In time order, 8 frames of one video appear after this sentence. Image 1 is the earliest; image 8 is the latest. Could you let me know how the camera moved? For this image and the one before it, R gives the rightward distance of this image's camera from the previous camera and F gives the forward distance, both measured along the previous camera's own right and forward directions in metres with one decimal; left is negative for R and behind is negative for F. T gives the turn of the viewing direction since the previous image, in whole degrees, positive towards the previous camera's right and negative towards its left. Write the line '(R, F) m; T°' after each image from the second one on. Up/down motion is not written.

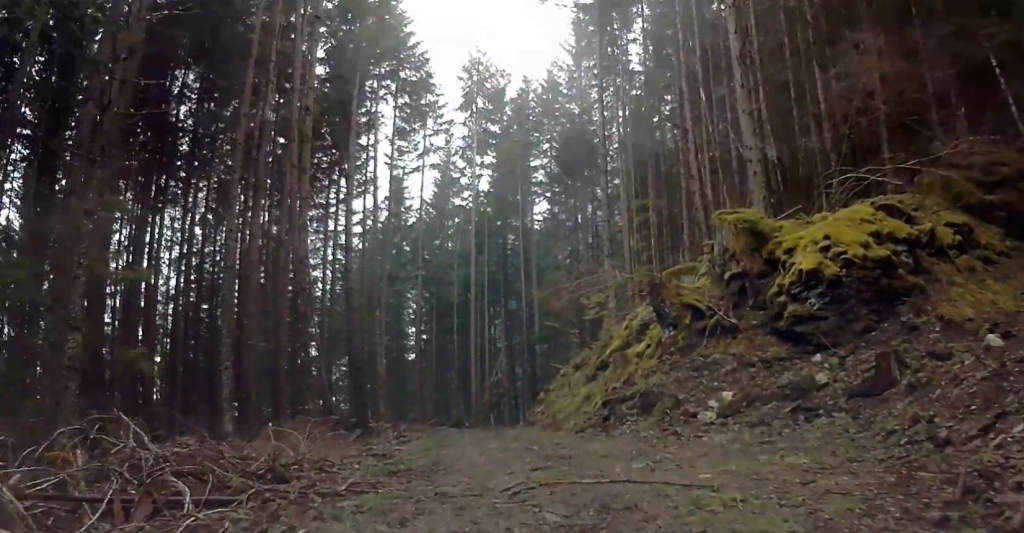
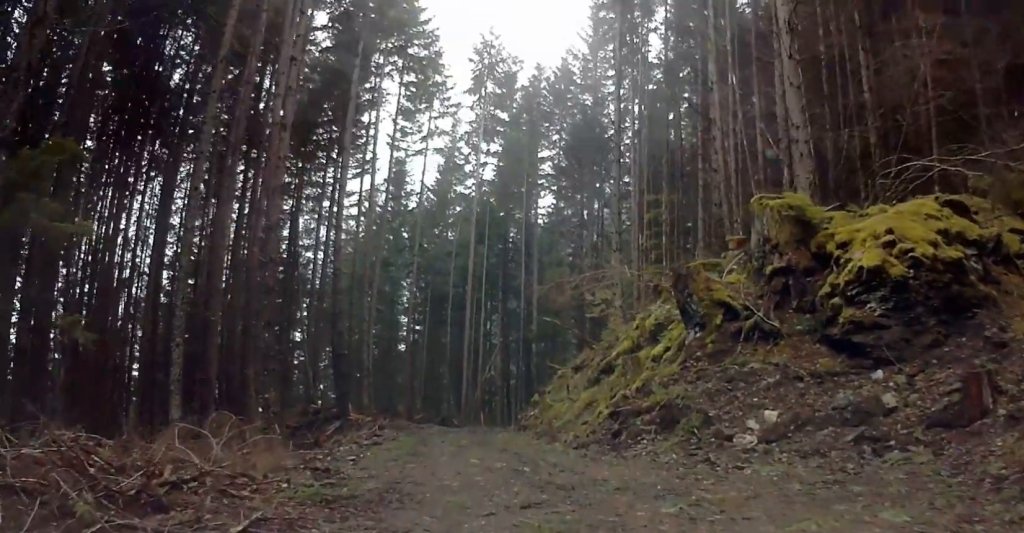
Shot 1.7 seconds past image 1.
(-0.3, +3.7) m; -2°
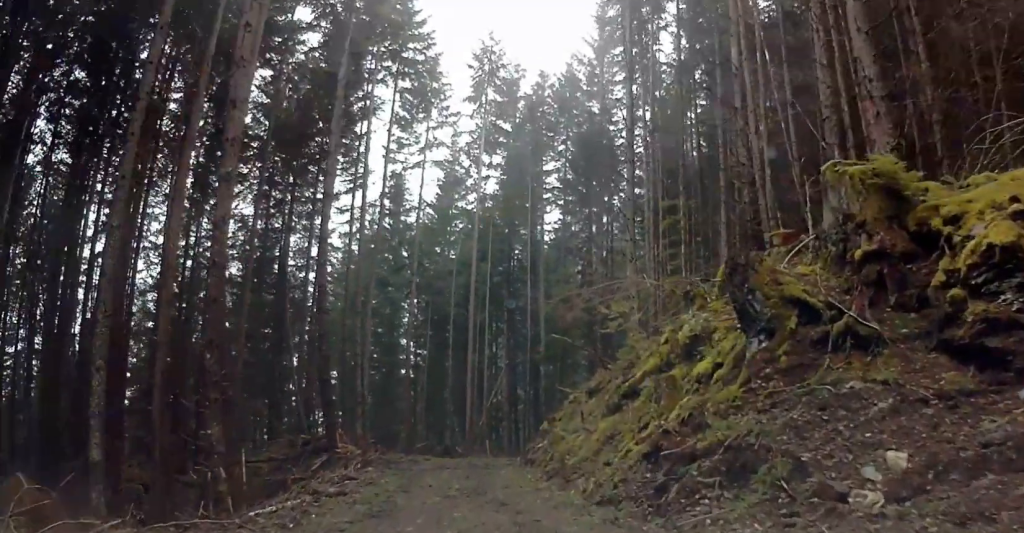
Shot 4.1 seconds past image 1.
(0.0, +4.9) m; -5°
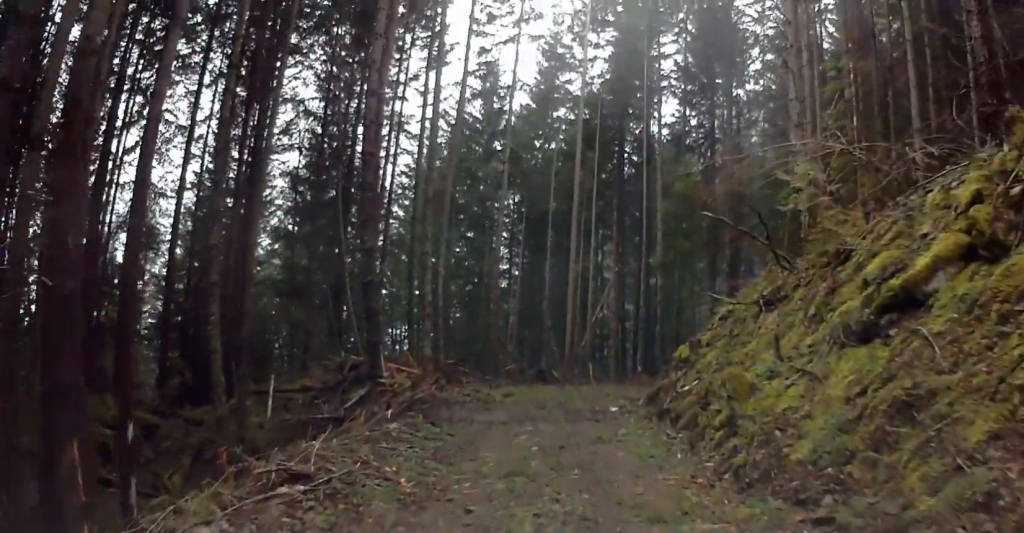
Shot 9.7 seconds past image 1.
(-1.7, +11.8) m; -18°
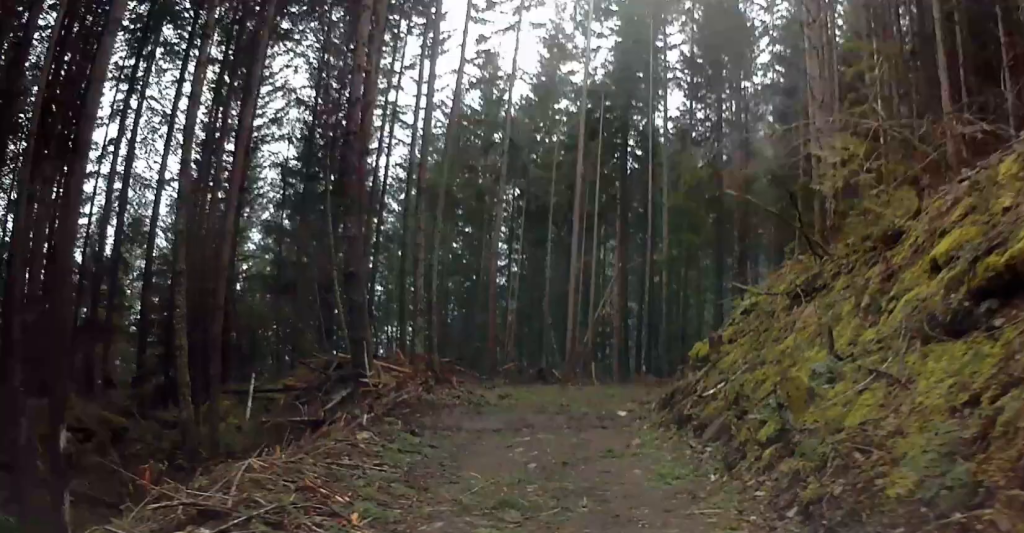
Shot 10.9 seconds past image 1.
(-0.1, +2.6) m; 0°
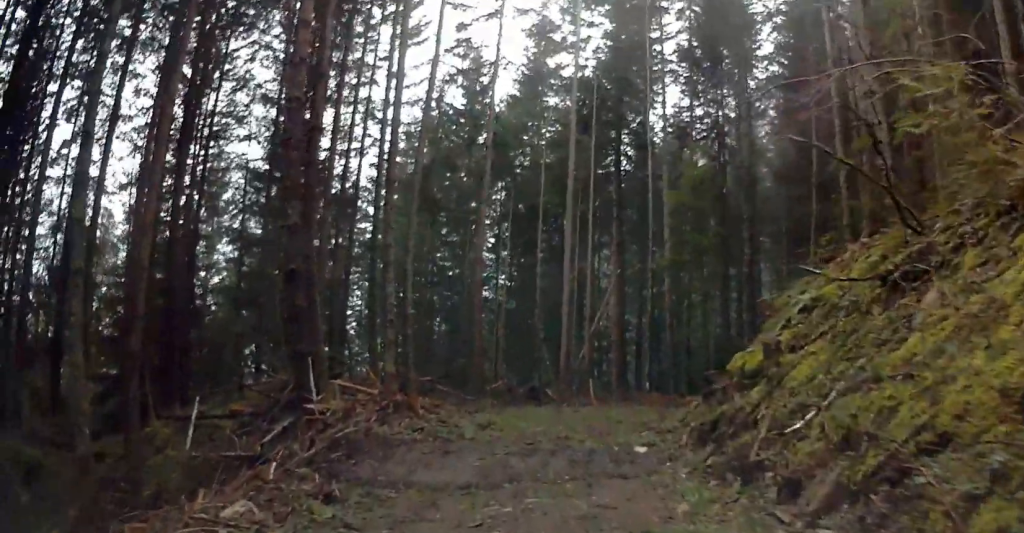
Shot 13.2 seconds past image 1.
(+0.2, +5.3) m; +13°
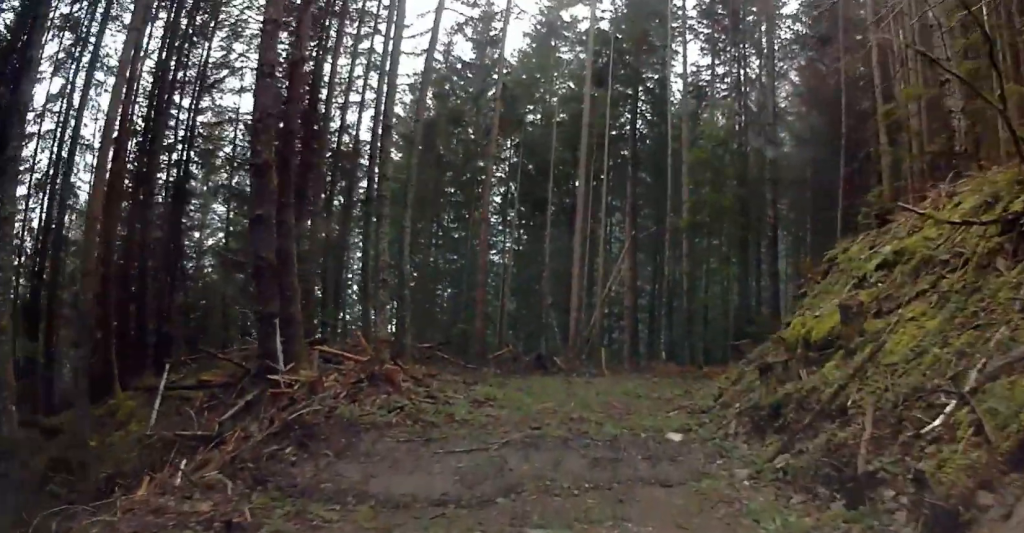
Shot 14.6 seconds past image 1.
(+0.5, +2.9) m; +5°
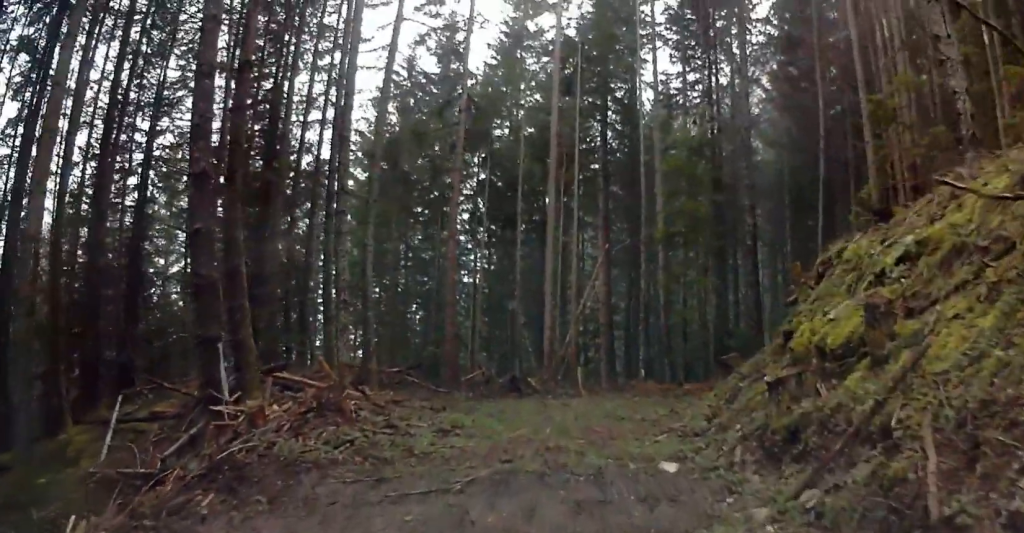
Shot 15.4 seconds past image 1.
(+0.1, +1.6) m; +2°
